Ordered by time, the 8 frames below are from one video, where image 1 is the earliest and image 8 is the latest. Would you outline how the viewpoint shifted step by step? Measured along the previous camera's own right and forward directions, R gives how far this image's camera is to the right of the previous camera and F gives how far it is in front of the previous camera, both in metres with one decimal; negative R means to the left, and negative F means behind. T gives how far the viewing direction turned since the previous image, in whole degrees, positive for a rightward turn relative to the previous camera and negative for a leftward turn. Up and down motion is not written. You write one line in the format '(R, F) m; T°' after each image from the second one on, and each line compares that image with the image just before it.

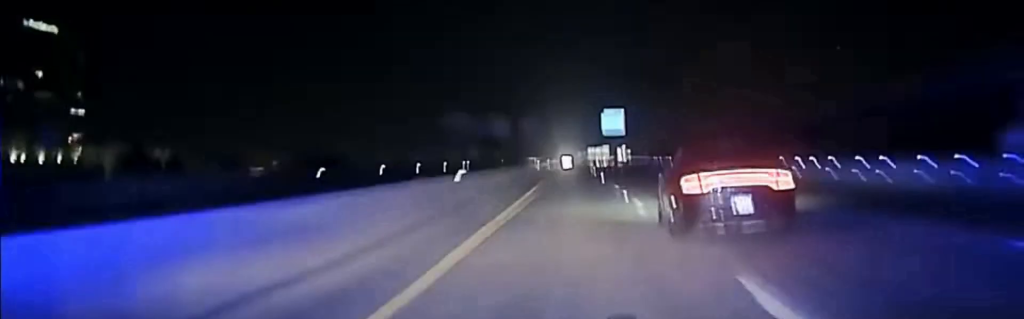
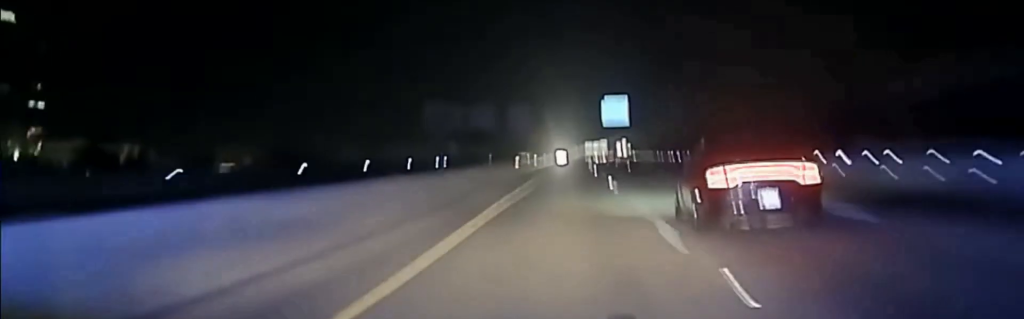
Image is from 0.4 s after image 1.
(0.0, +20.8) m; 0°
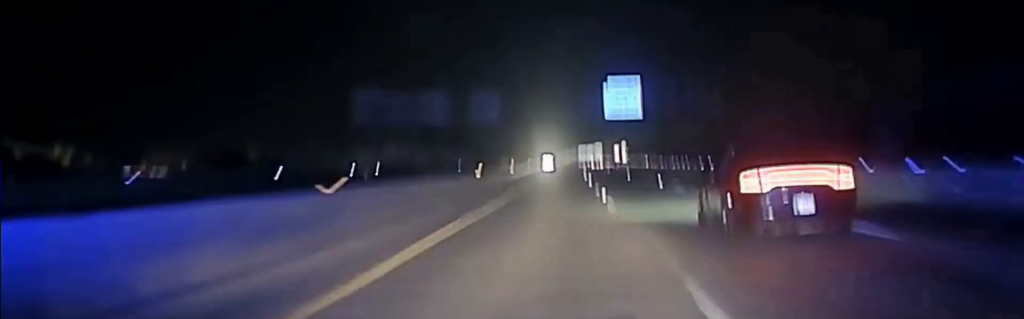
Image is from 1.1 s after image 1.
(+0.3, +34.0) m; 0°
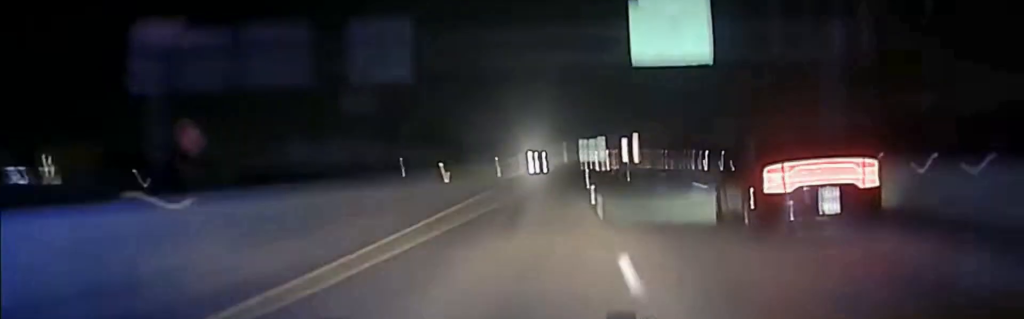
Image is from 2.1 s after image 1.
(+0.1, +47.5) m; 0°
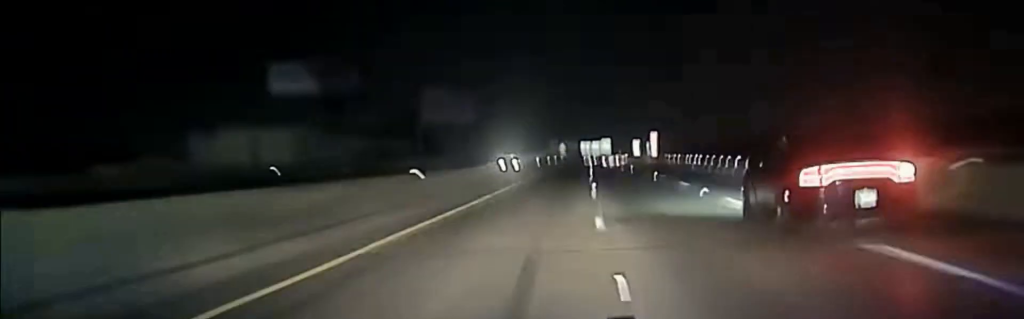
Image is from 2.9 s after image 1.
(+0.3, +41.7) m; 0°
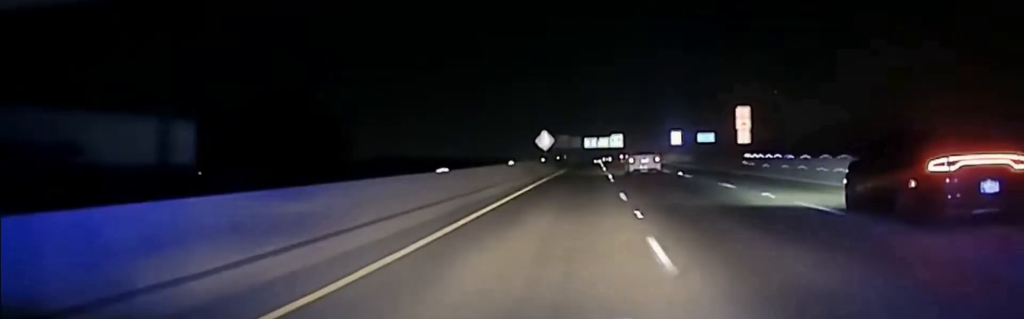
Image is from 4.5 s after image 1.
(-0.6, +78.0) m; -1°
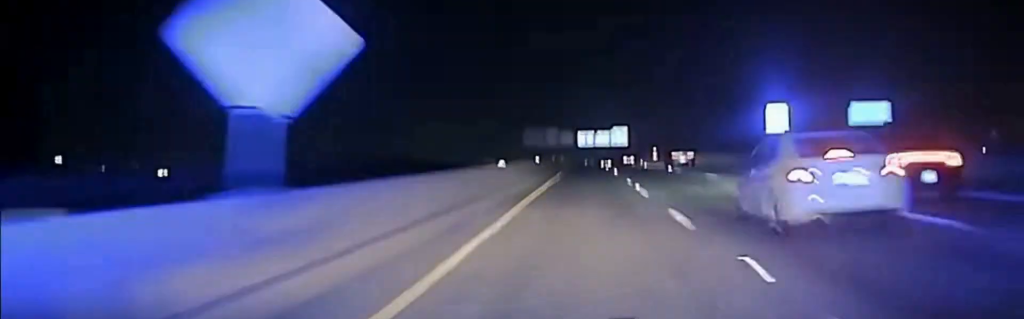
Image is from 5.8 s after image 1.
(-0.2, +67.7) m; 0°
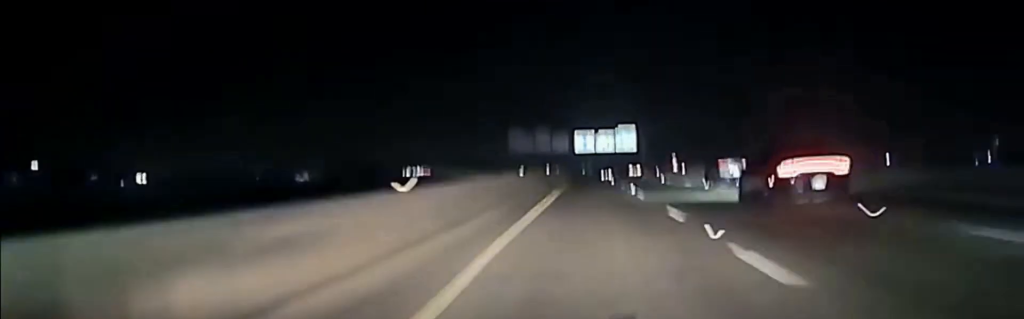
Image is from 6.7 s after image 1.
(+0.1, +41.1) m; 0°
